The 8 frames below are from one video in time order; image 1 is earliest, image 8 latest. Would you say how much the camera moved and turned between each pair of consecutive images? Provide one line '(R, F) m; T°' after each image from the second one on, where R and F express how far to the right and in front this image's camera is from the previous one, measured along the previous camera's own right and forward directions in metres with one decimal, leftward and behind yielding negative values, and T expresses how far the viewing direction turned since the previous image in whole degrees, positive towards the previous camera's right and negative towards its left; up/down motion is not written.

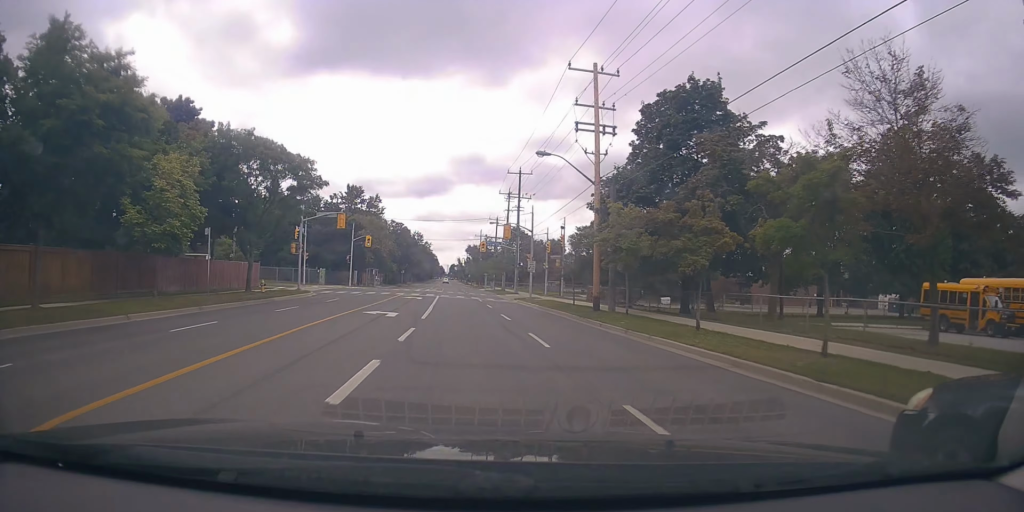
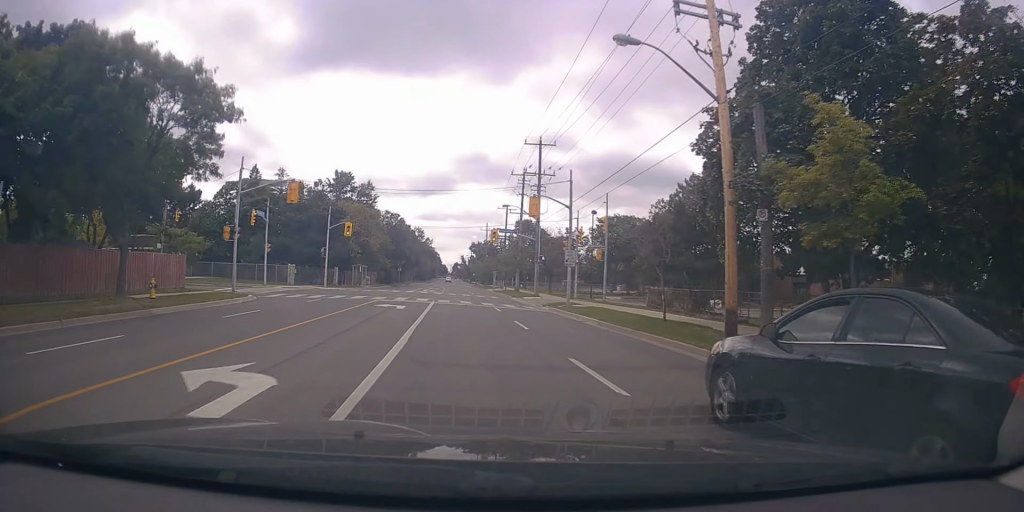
(+0.1, +14.1) m; +1°
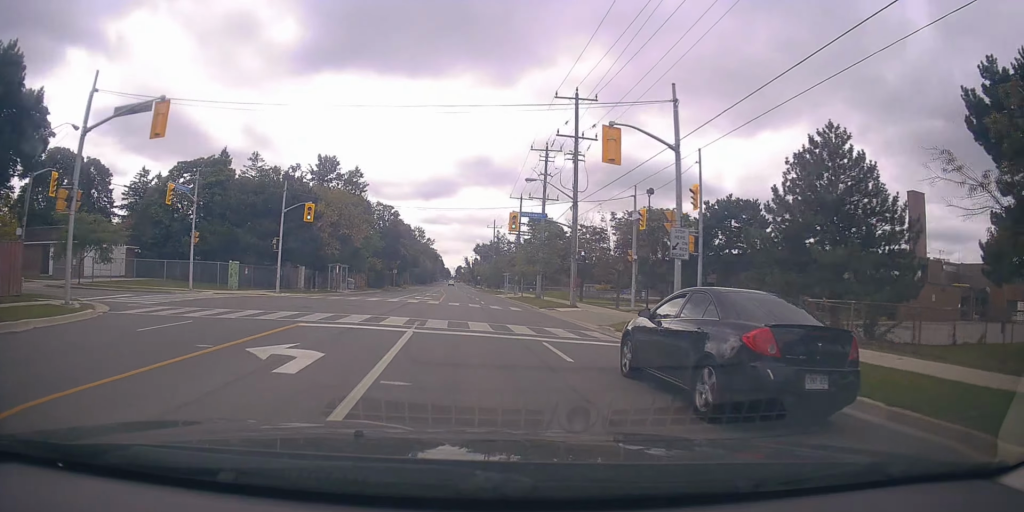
(+0.1, +15.1) m; +1°
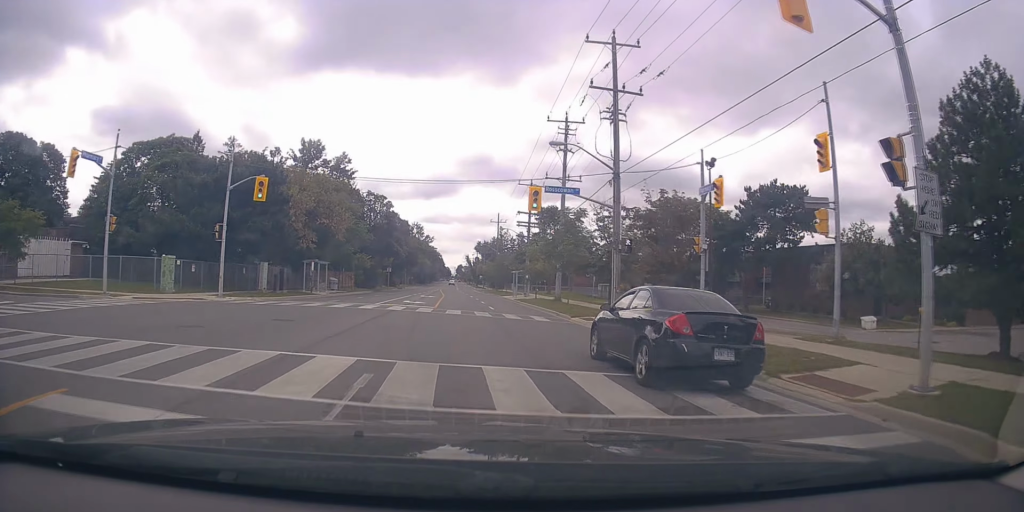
(+0.1, +9.7) m; 0°
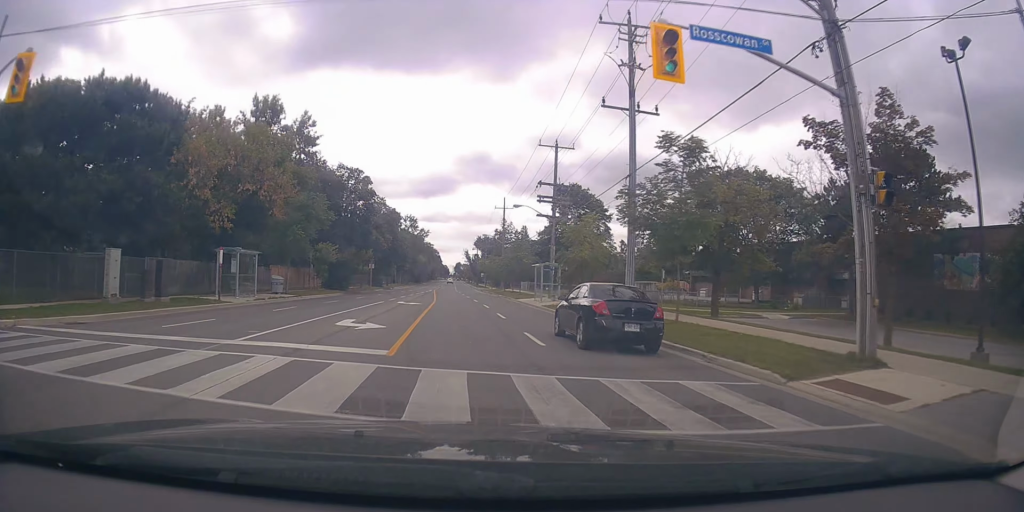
(-0.1, +17.8) m; -1°
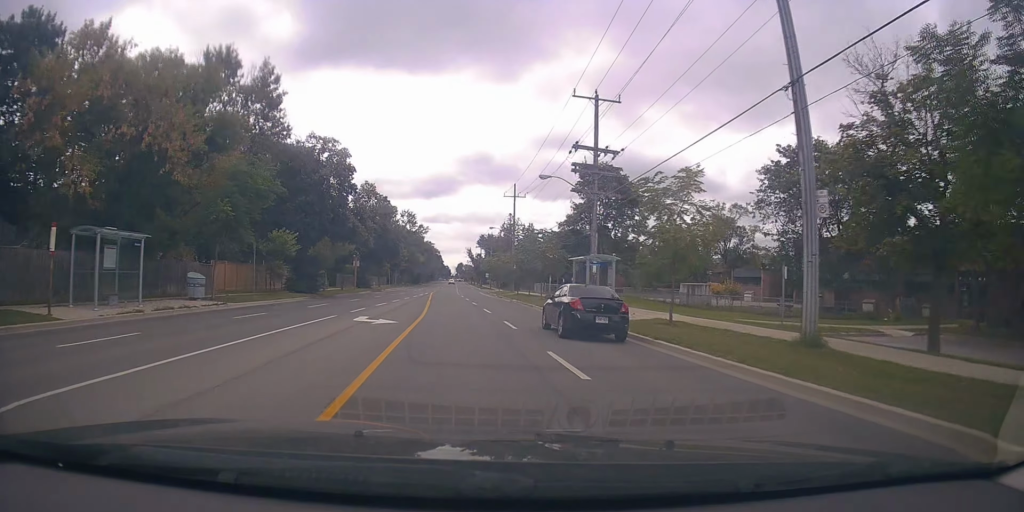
(-0.1, +13.1) m; -1°
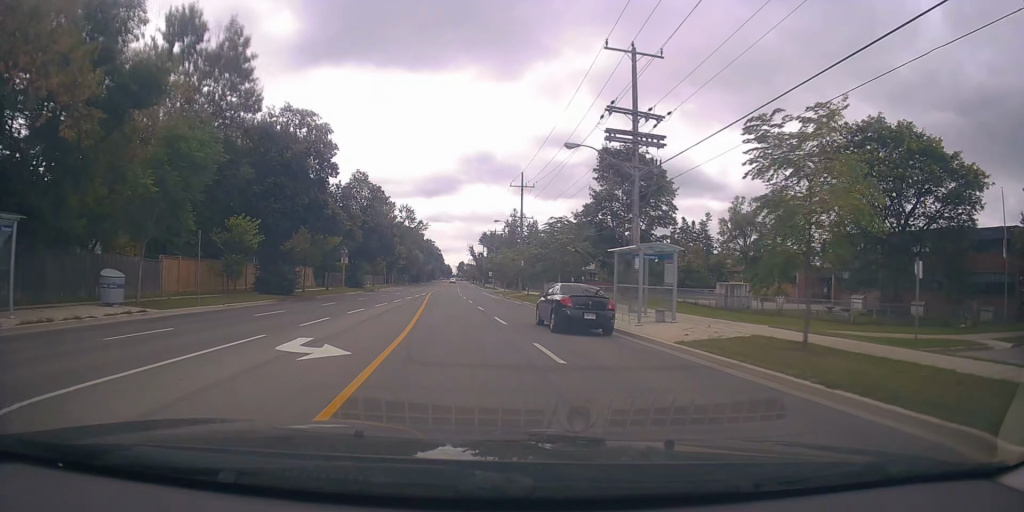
(-0.2, +7.3) m; -1°
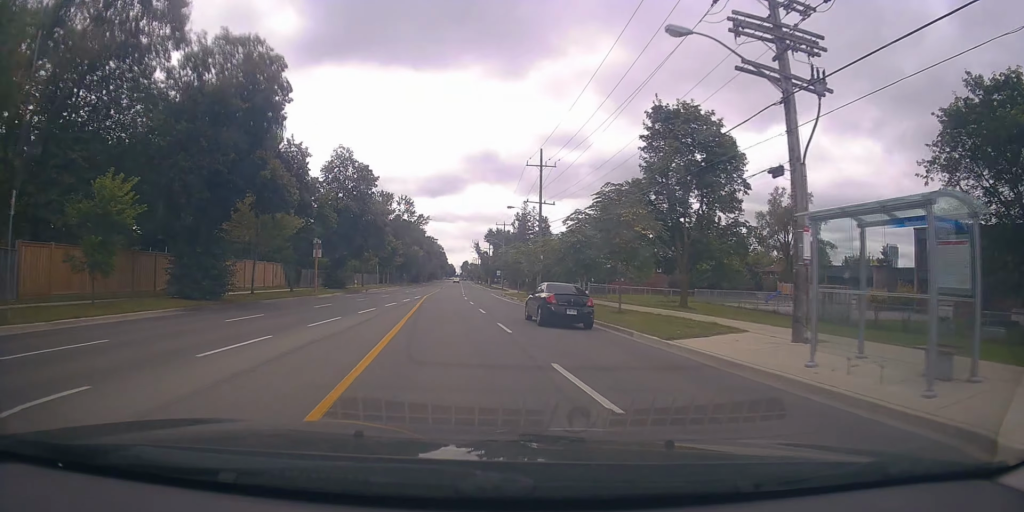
(0.0, +12.4) m; +1°
